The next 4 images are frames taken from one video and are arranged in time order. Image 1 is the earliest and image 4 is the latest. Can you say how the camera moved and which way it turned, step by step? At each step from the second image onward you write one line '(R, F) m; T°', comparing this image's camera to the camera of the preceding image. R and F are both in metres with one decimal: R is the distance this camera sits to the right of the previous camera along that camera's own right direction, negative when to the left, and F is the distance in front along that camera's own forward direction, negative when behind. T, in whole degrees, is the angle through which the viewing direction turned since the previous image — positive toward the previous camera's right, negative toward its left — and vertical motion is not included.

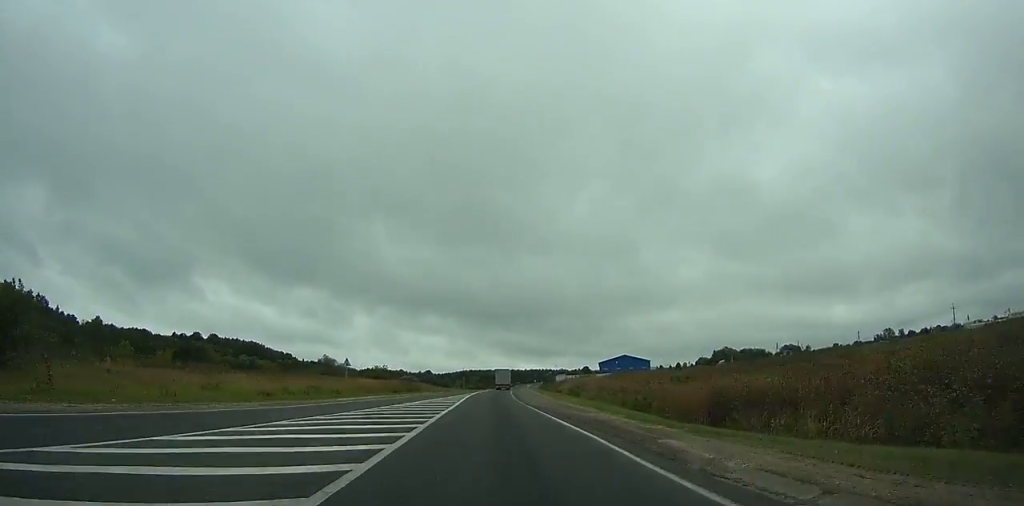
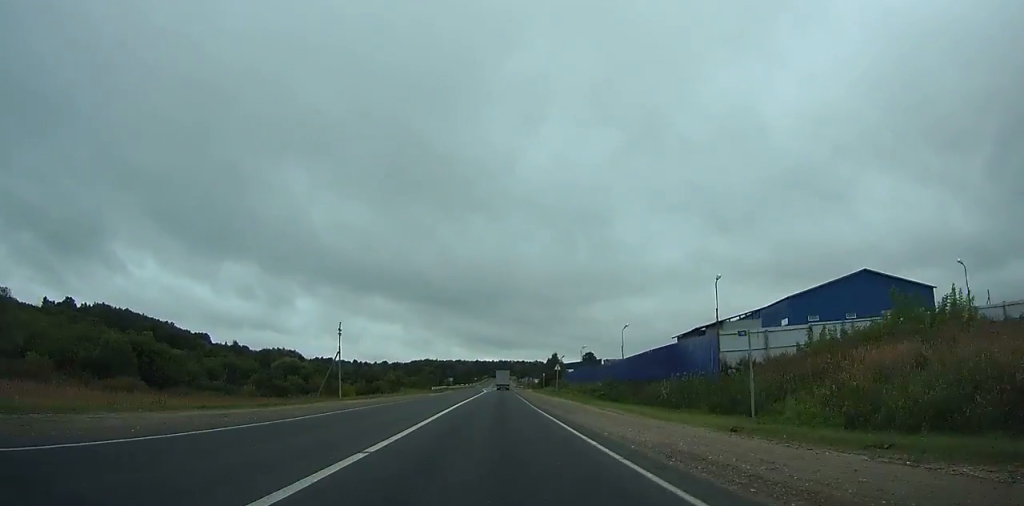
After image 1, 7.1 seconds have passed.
(+2.5, +154.1) m; +3°
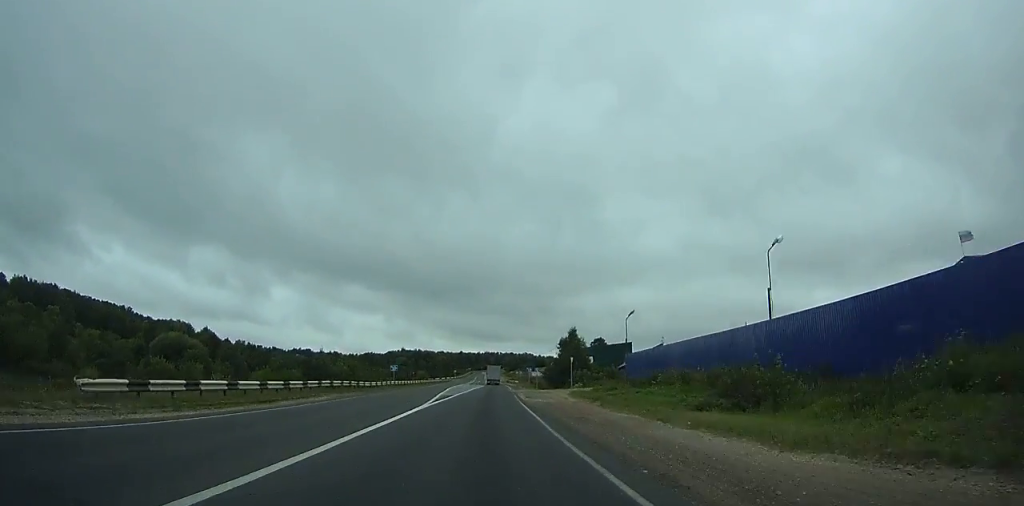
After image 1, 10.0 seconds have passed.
(+1.0, +64.2) m; +1°
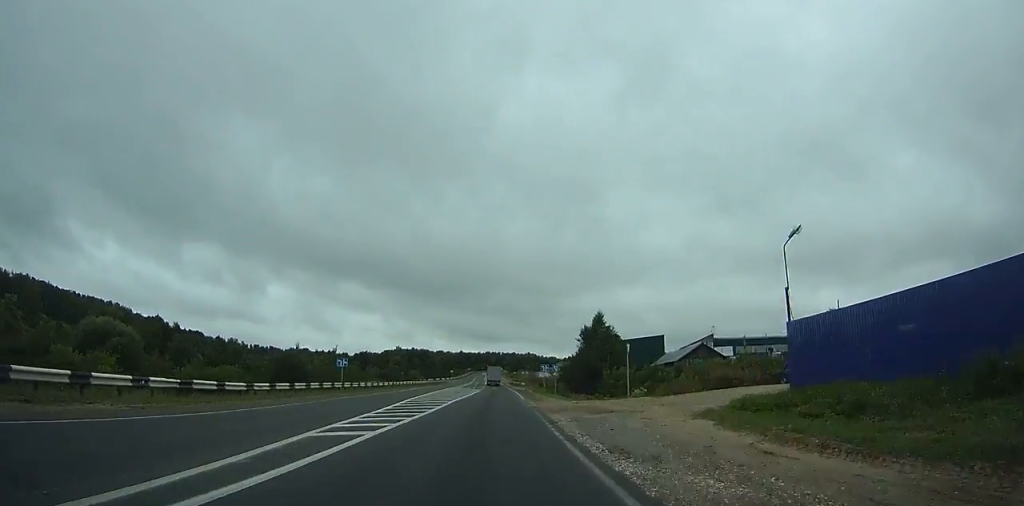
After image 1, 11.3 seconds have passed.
(0.0, +27.7) m; 0°
